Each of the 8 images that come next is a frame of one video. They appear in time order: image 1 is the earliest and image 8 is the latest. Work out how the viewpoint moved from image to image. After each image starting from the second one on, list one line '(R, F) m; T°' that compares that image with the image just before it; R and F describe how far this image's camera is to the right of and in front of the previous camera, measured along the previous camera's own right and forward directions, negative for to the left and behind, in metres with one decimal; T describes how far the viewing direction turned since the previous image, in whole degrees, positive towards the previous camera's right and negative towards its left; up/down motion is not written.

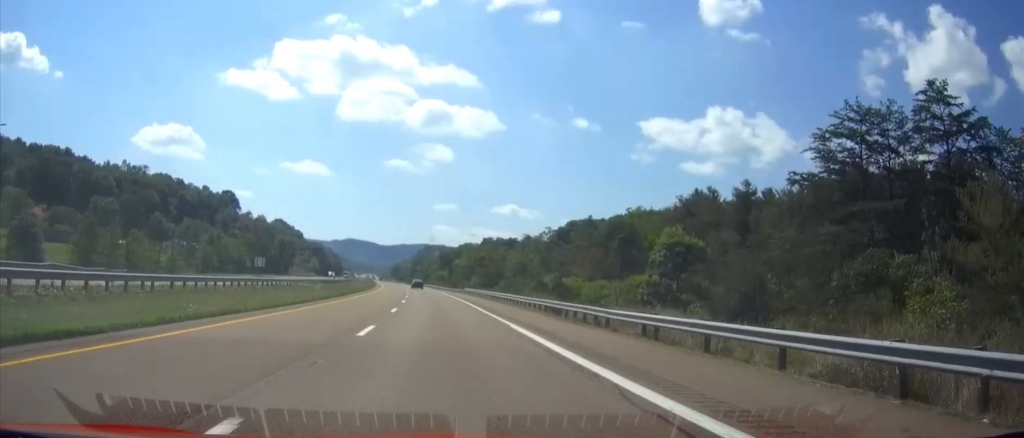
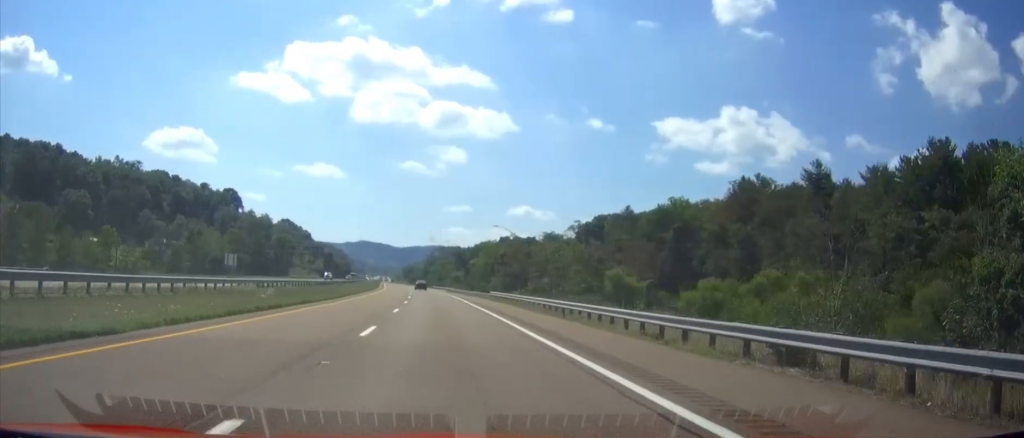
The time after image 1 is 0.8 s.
(-0.1, +24.9) m; -1°
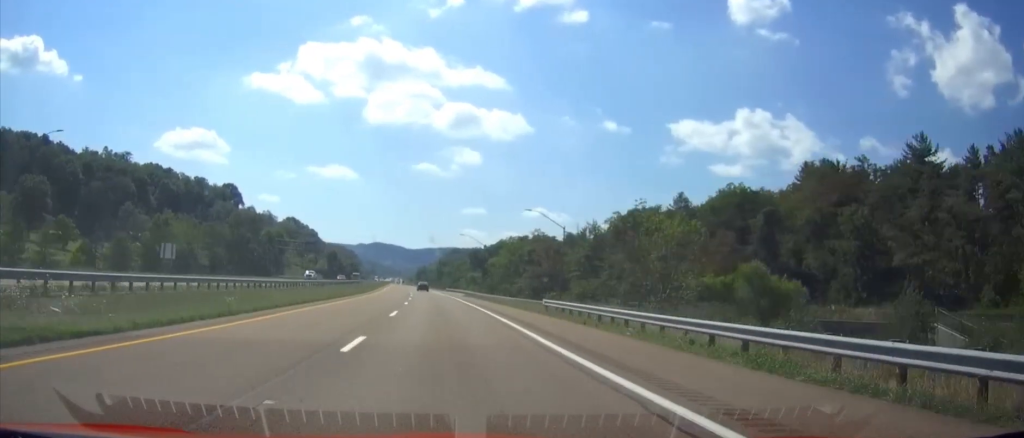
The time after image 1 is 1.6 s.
(-0.3, +28.2) m; -1°
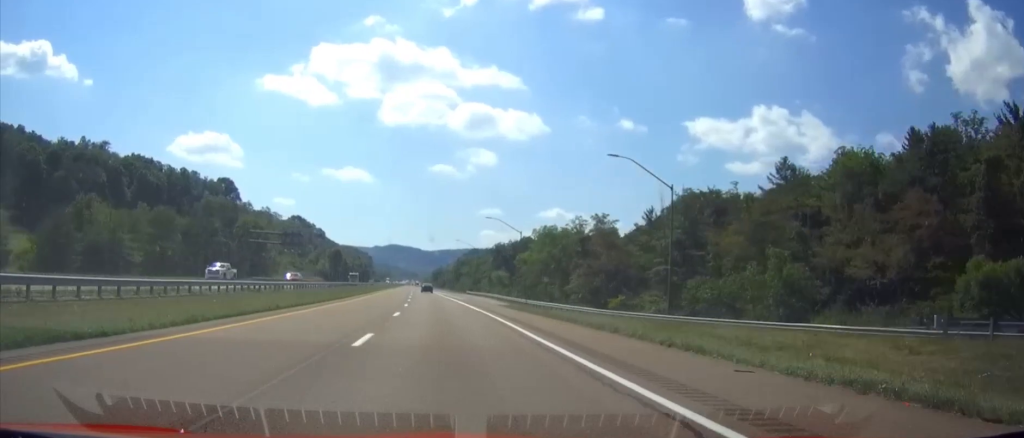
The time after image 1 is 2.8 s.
(-0.6, +37.9) m; -1°
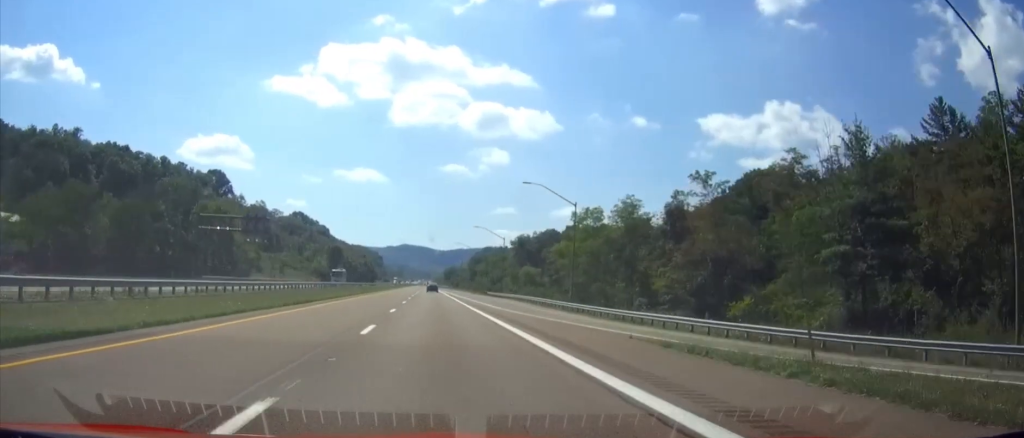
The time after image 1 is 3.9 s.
(-0.2, +34.7) m; -1°
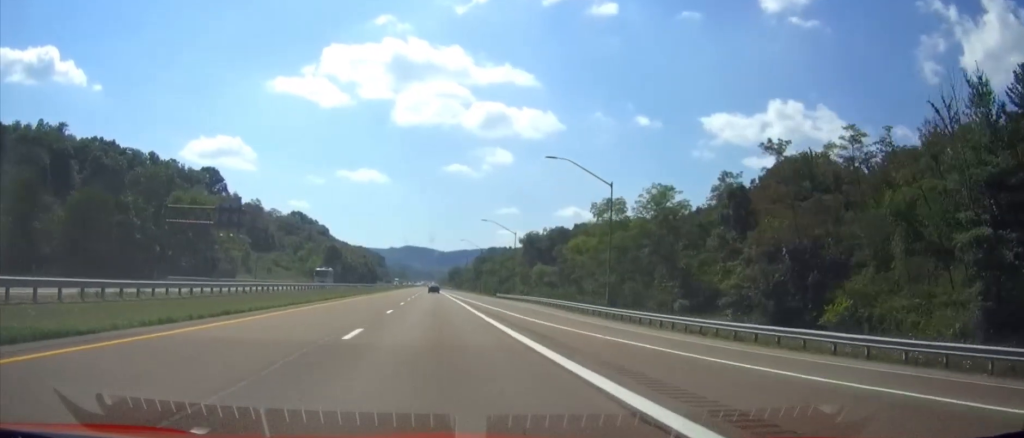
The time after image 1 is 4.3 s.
(0.0, +14.1) m; 0°
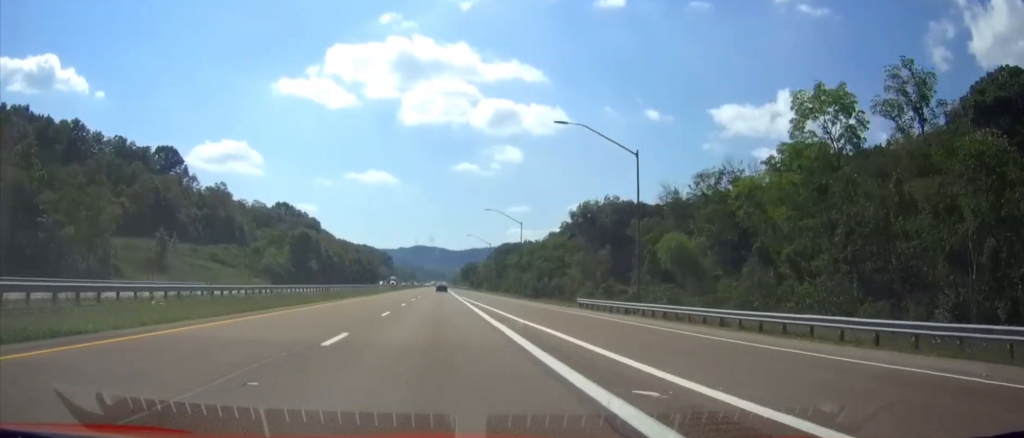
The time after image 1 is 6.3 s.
(-0.7, +65.1) m; -1°
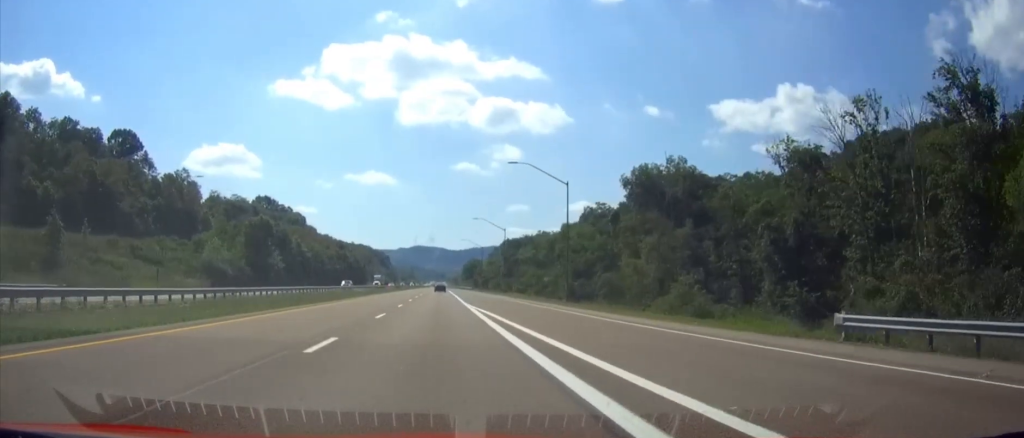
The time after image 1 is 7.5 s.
(-0.1, +39.1) m; 0°
